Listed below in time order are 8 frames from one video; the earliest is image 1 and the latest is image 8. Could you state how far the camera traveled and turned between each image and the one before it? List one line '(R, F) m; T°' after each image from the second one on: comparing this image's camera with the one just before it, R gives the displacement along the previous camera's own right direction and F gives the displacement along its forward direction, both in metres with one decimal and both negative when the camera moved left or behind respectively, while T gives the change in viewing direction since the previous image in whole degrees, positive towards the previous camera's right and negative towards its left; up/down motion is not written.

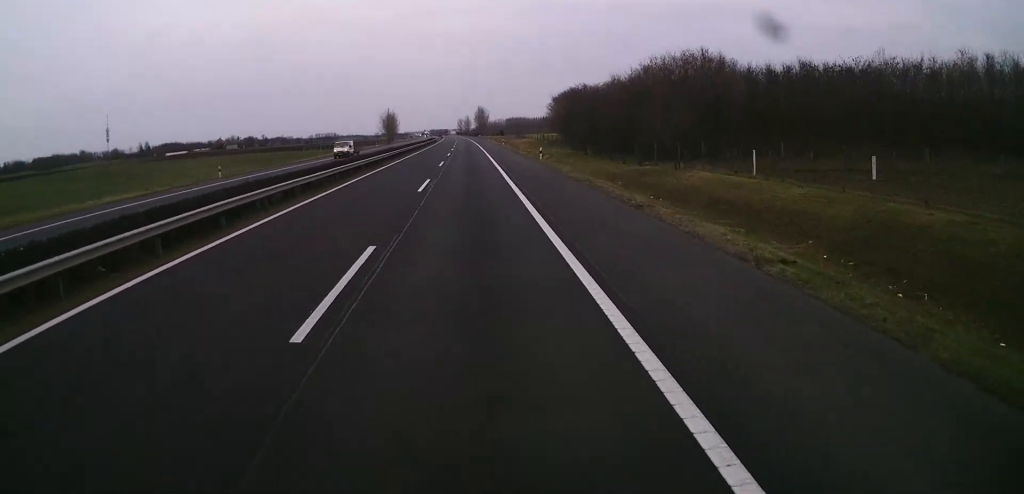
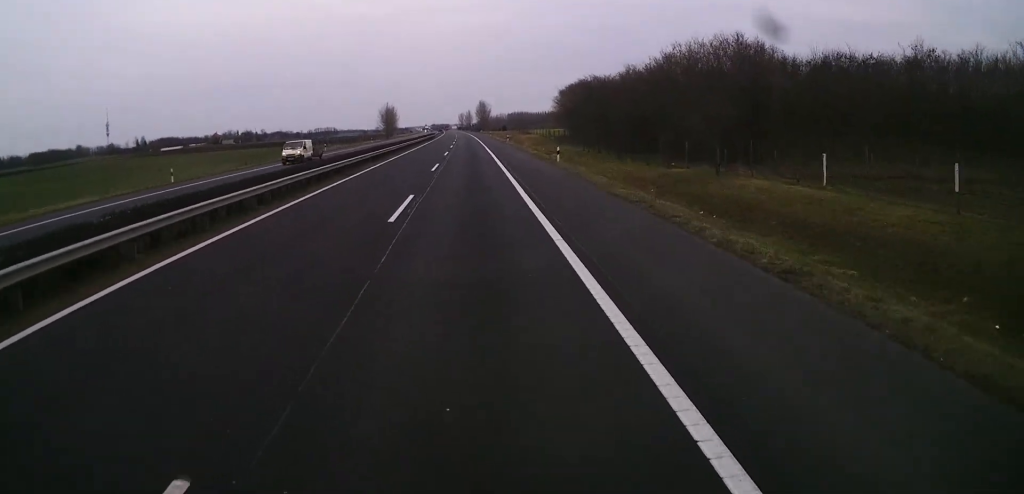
(0.0, +9.2) m; 0°
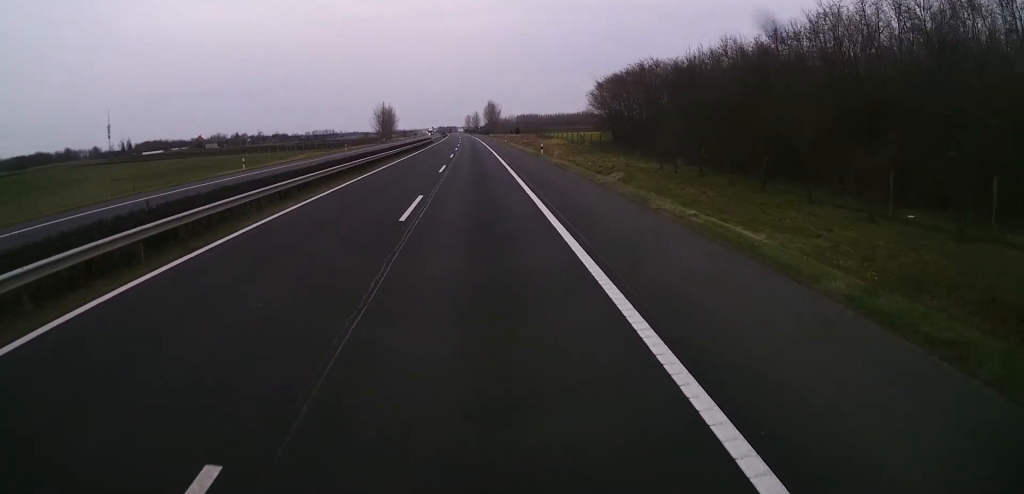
(-0.2, +36.2) m; -1°
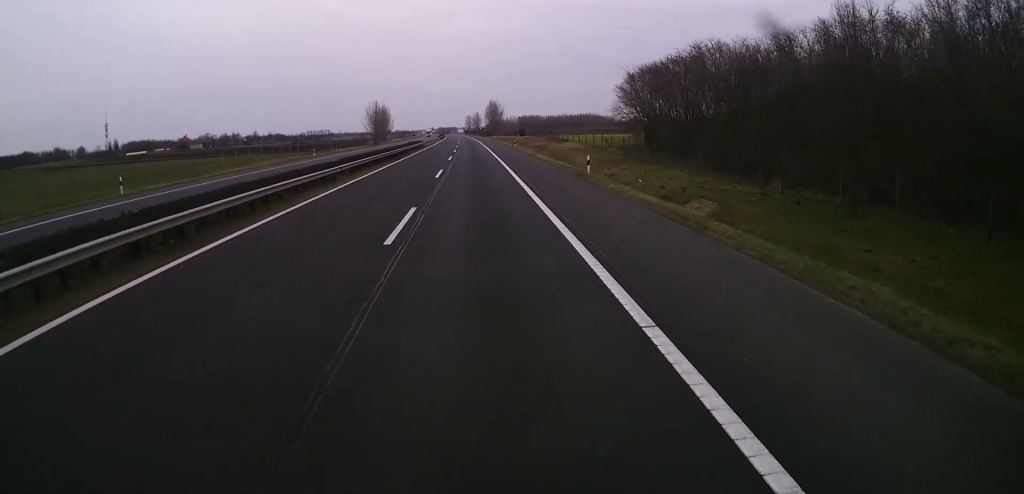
(0.0, +21.6) m; 0°
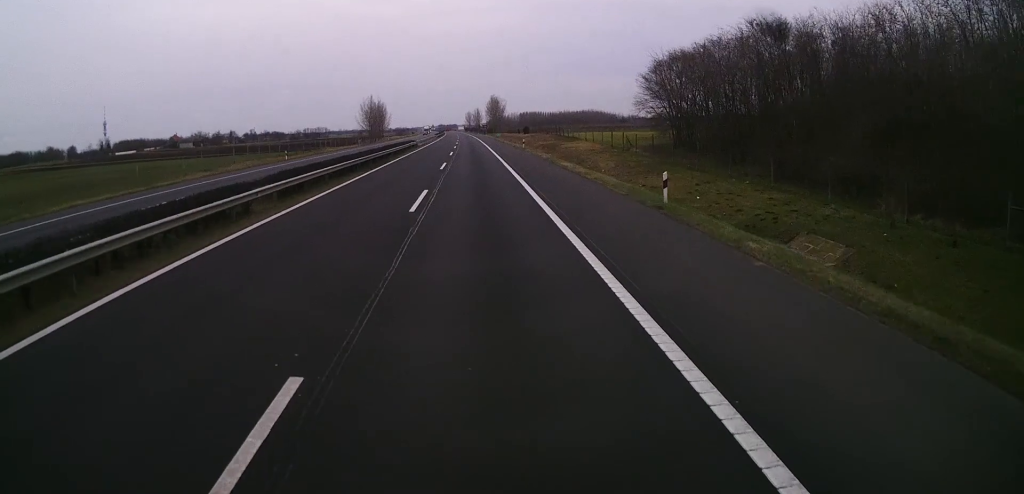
(0.0, +13.1) m; 0°
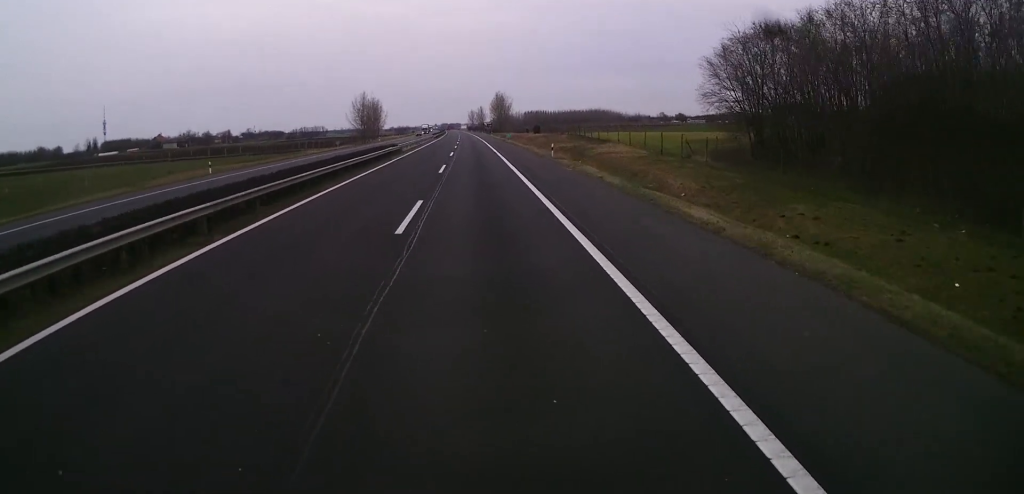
(-0.1, +22.4) m; +1°
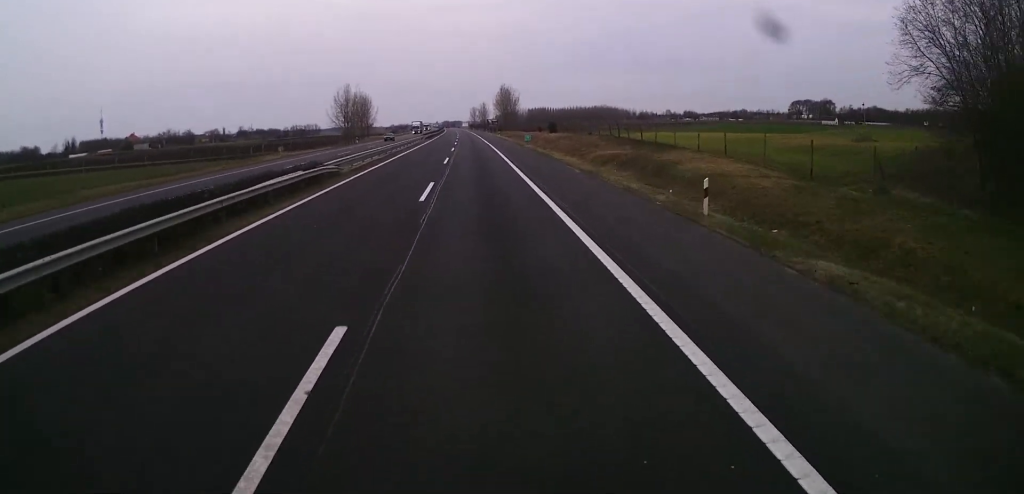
(+0.2, +30.8) m; -1°
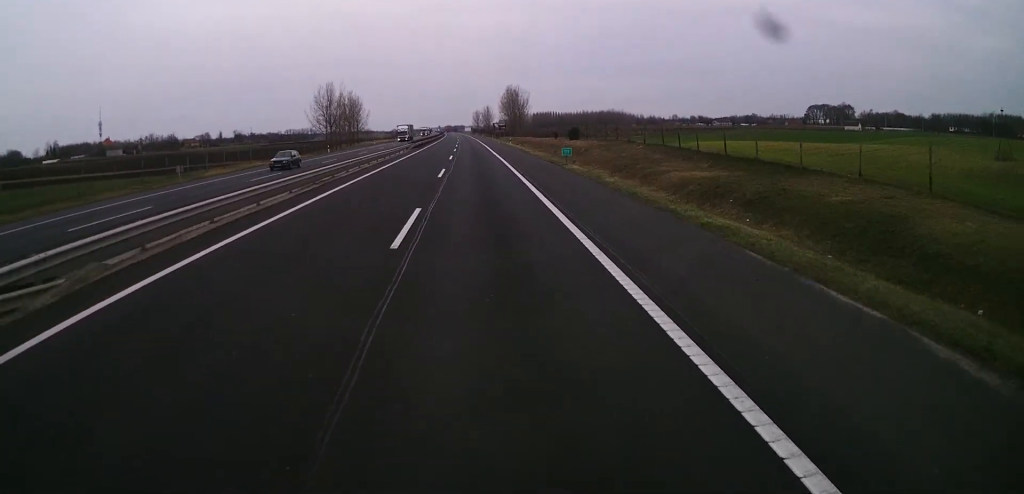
(-0.4, +25.4) m; -1°
